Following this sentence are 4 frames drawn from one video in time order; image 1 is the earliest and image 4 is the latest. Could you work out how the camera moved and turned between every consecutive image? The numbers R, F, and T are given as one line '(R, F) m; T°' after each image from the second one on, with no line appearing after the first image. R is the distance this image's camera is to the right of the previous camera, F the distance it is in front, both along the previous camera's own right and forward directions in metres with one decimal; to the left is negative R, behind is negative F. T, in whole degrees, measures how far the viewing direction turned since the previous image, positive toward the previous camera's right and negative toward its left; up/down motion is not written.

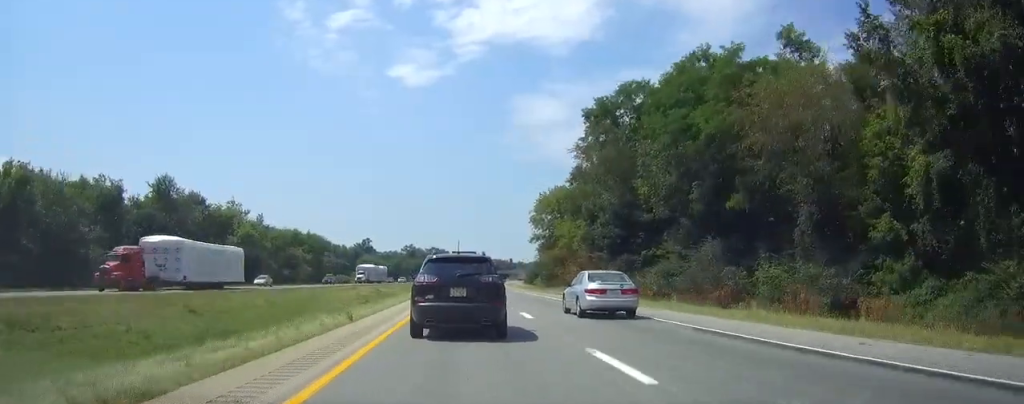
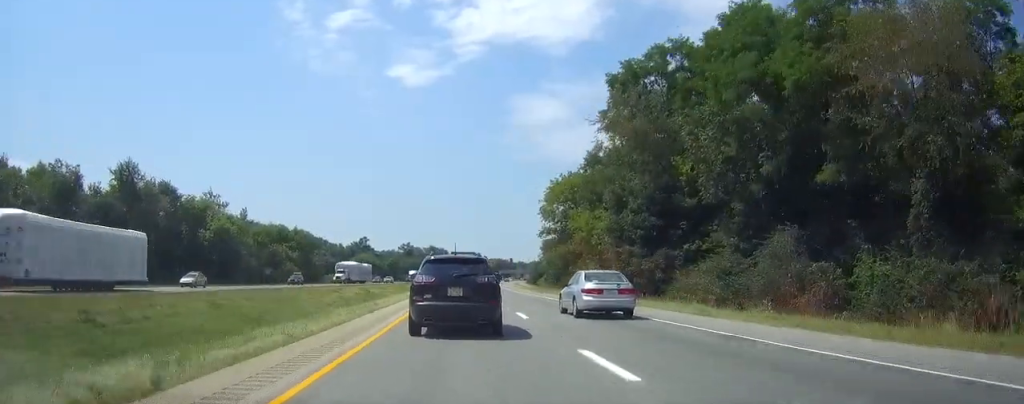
(0.0, +12.6) m; 0°
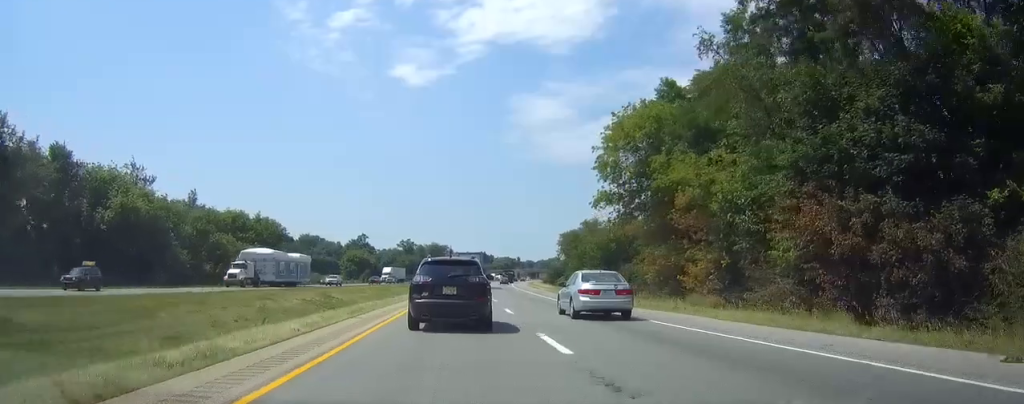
(-0.1, +33.0) m; 0°
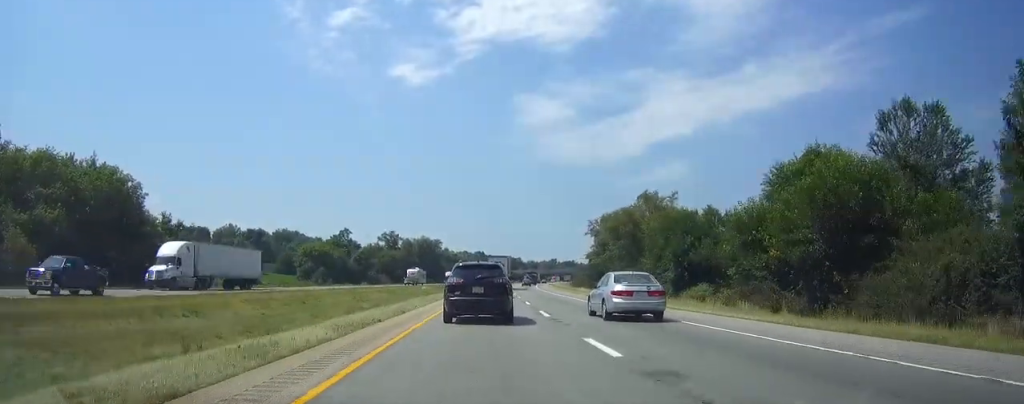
(-0.7, +60.5) m; -1°
